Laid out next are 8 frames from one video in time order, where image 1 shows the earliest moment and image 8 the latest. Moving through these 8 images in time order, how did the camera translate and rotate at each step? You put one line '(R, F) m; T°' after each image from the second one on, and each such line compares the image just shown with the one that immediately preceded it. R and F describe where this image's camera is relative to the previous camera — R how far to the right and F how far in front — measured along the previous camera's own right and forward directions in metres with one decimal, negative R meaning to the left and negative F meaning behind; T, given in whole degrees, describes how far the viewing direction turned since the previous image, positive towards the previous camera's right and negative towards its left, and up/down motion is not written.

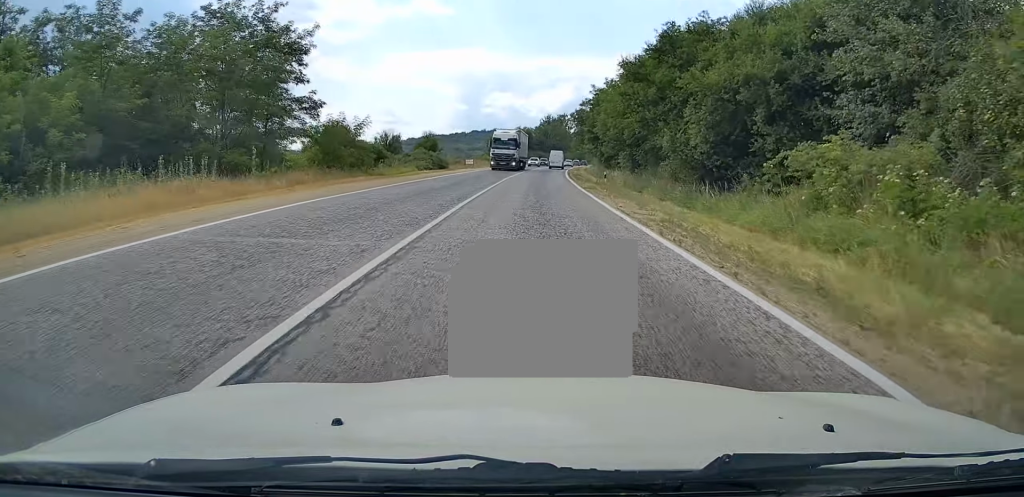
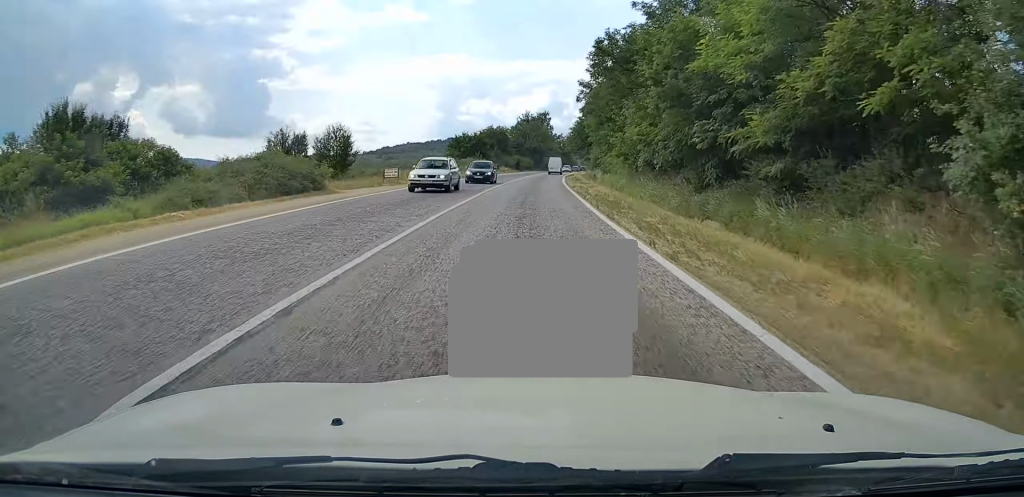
(+0.7, +35.4) m; +2°
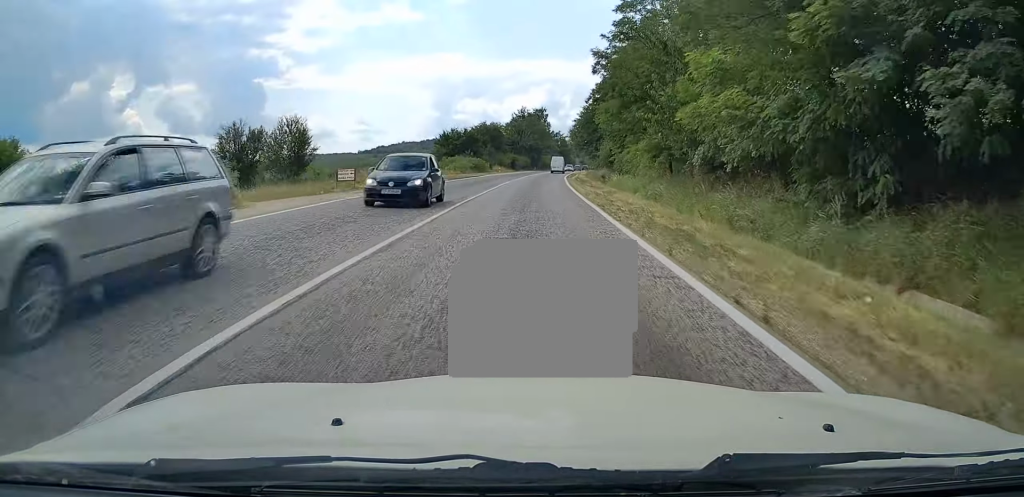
(+0.1, +10.5) m; +1°
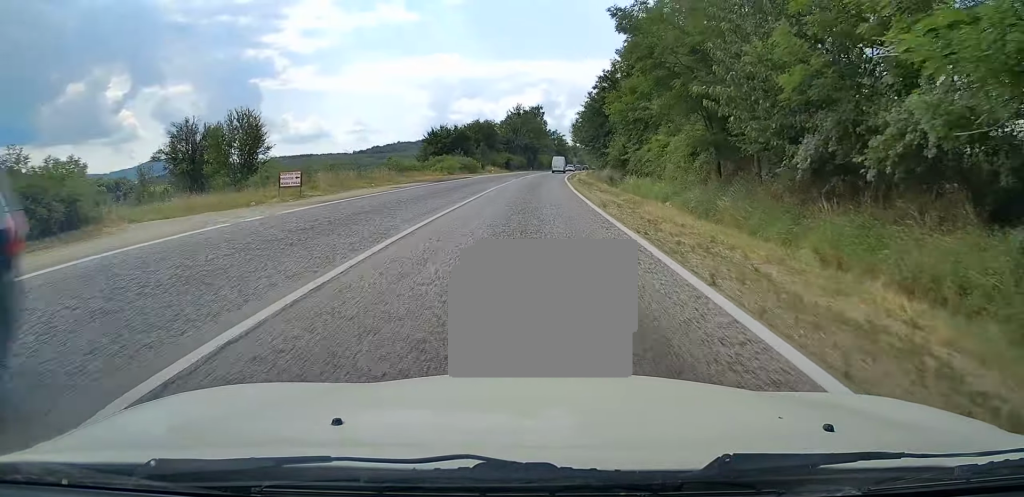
(0.0, +7.9) m; +1°
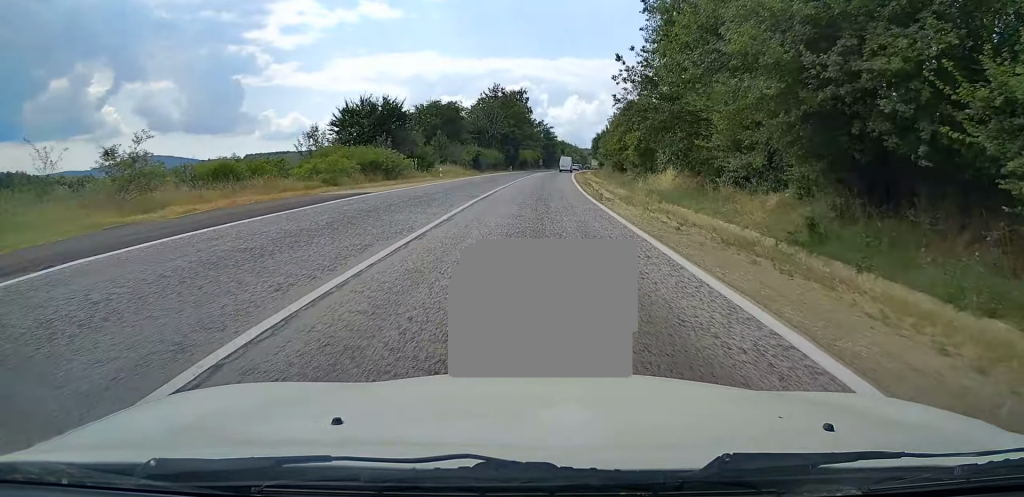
(+0.8, +36.2) m; +2°
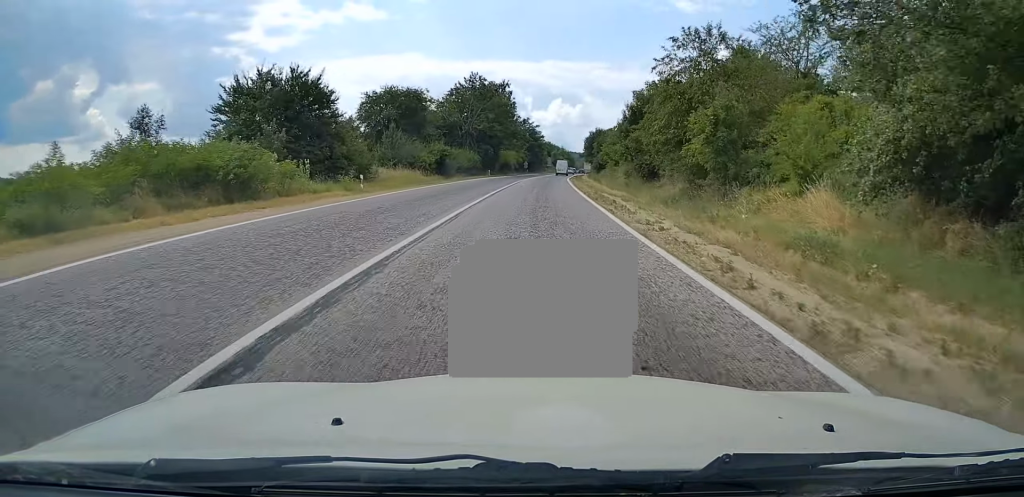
(0.0, +19.1) m; +1°
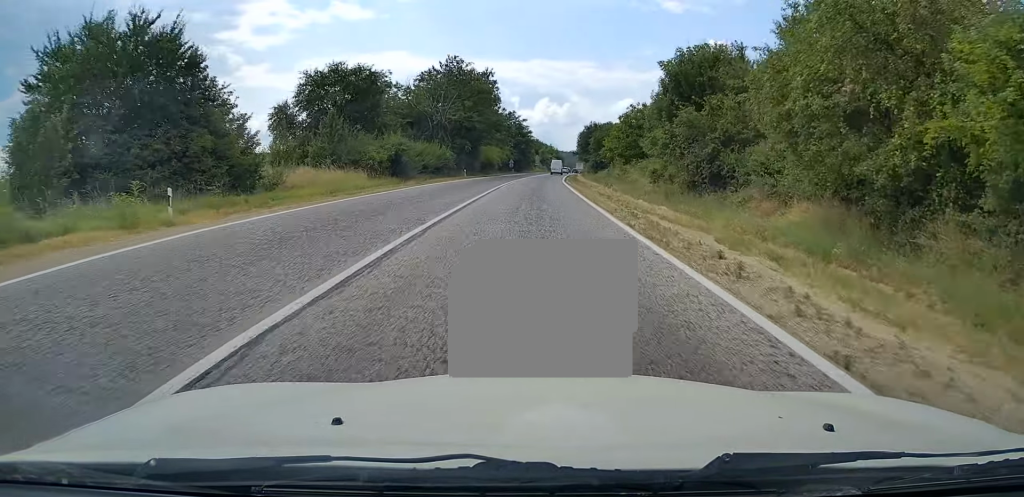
(+0.1, +15.1) m; +1°
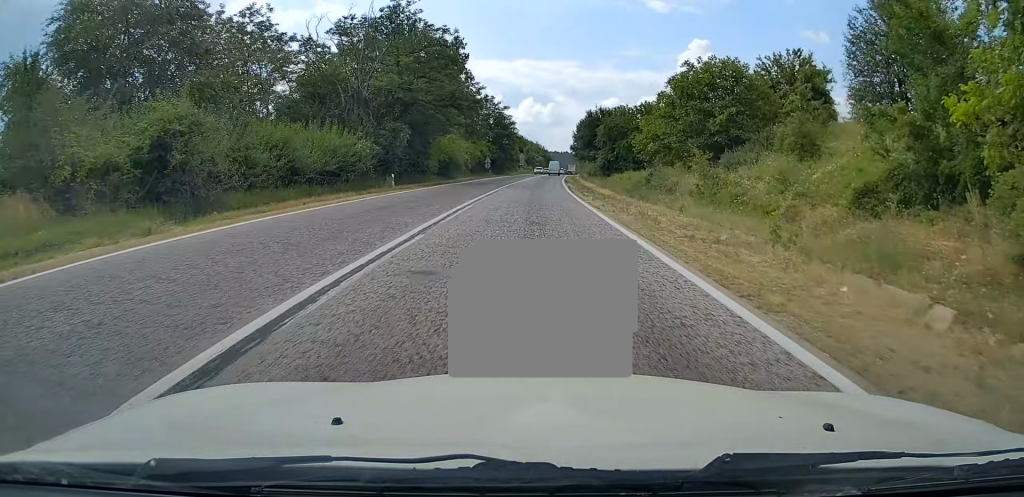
(+0.5, +28.3) m; +1°
